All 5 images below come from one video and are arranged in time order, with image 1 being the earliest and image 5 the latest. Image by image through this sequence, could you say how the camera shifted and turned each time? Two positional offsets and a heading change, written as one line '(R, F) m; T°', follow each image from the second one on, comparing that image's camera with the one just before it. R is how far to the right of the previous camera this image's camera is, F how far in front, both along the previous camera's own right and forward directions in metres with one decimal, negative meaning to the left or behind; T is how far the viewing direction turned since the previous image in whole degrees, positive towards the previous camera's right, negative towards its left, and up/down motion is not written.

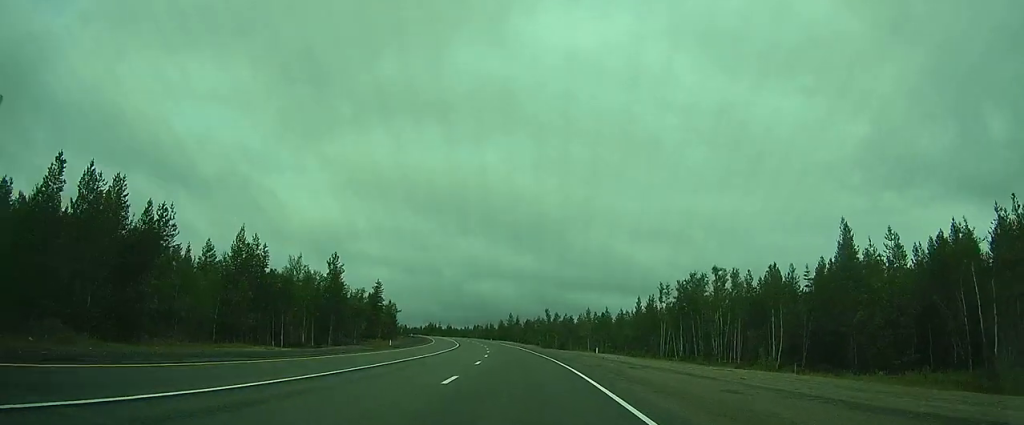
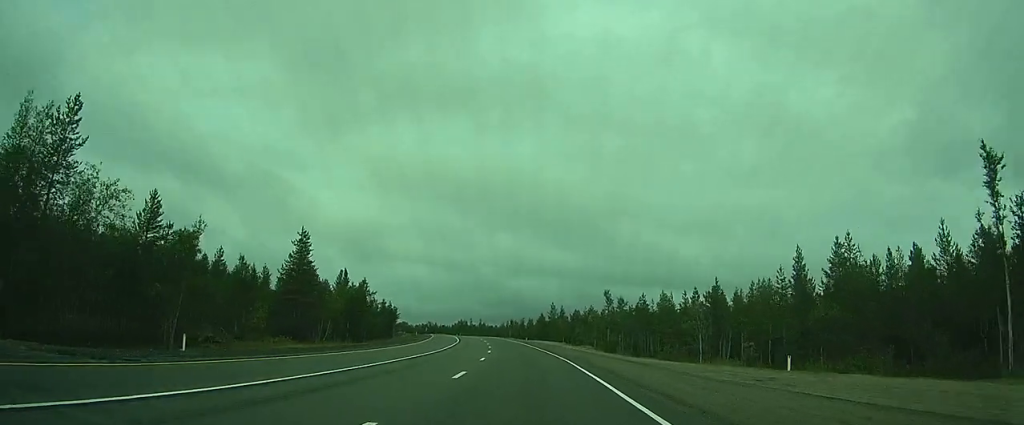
(-0.3, +44.8) m; 0°
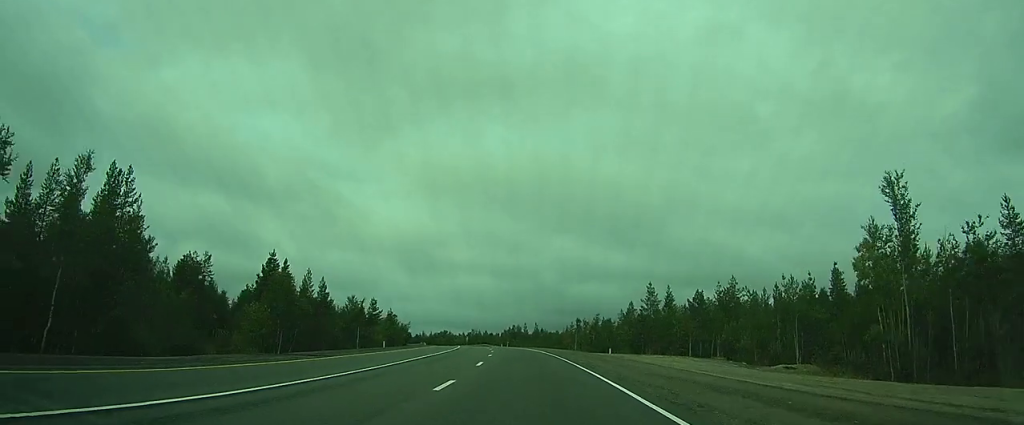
(-2.3, +62.3) m; -7°
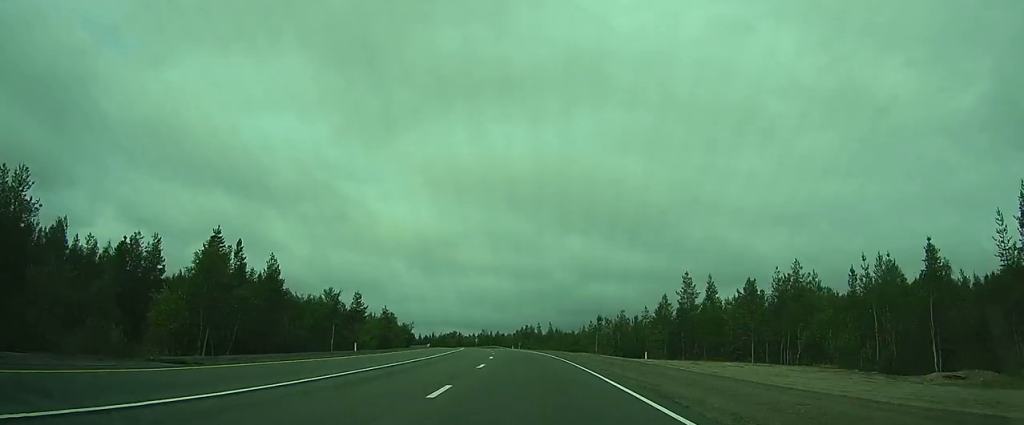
(-0.3, +13.2) m; -2°
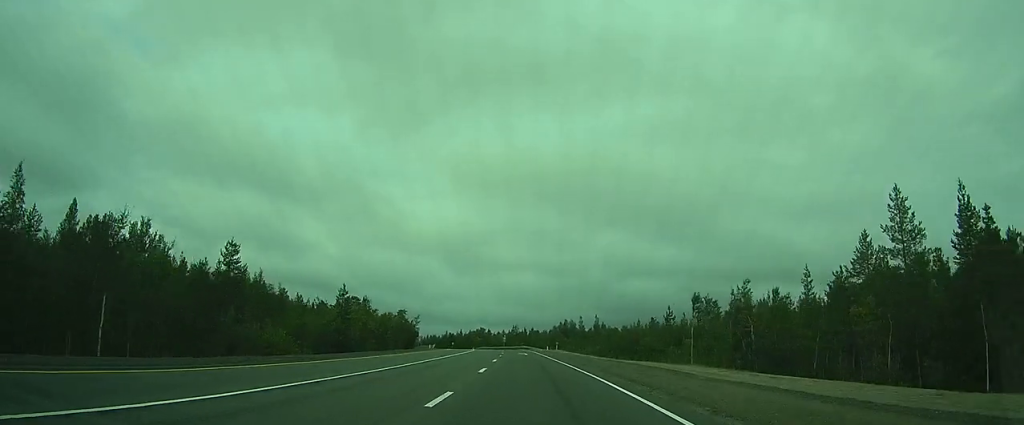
(-1.4, +36.2) m; -5°
